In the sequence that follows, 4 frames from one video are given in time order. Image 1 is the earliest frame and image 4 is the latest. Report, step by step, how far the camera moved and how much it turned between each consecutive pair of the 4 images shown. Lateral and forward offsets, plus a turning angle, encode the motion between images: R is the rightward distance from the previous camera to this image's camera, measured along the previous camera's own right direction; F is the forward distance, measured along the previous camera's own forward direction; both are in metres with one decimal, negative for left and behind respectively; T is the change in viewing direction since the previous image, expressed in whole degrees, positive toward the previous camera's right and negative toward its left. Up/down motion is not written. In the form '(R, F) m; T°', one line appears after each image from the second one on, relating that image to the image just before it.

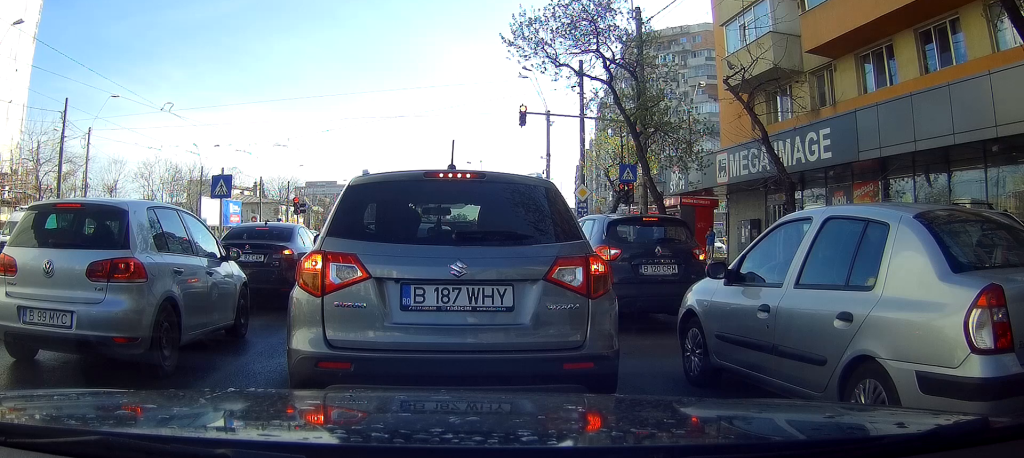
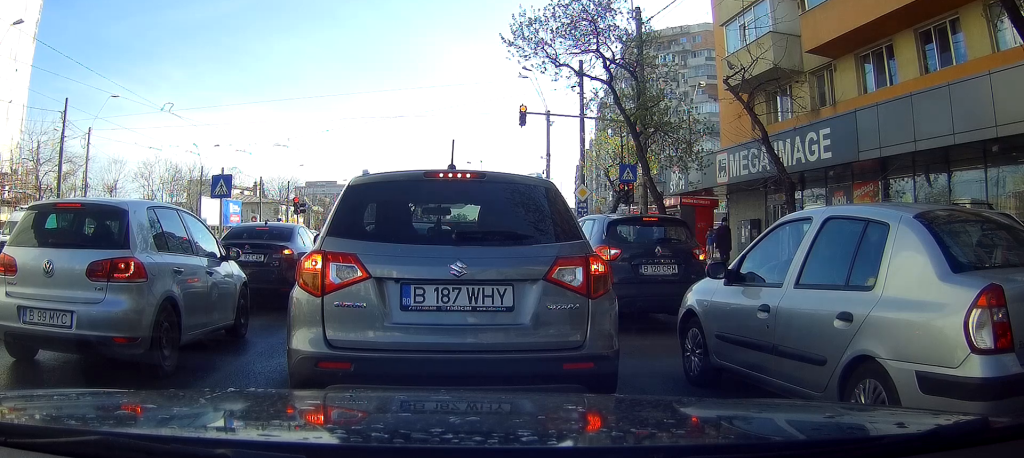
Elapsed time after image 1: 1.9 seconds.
(0.0, 0.0) m; 0°
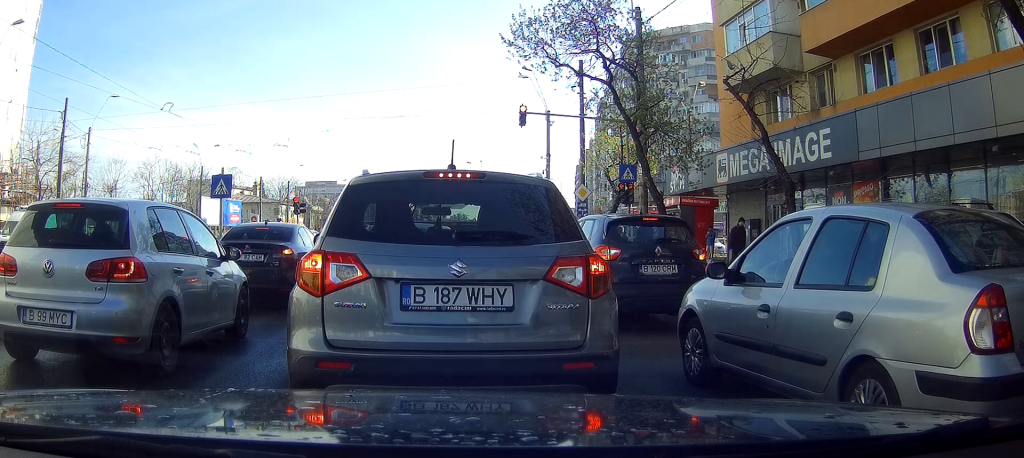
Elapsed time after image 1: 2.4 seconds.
(0.0, 0.0) m; 0°
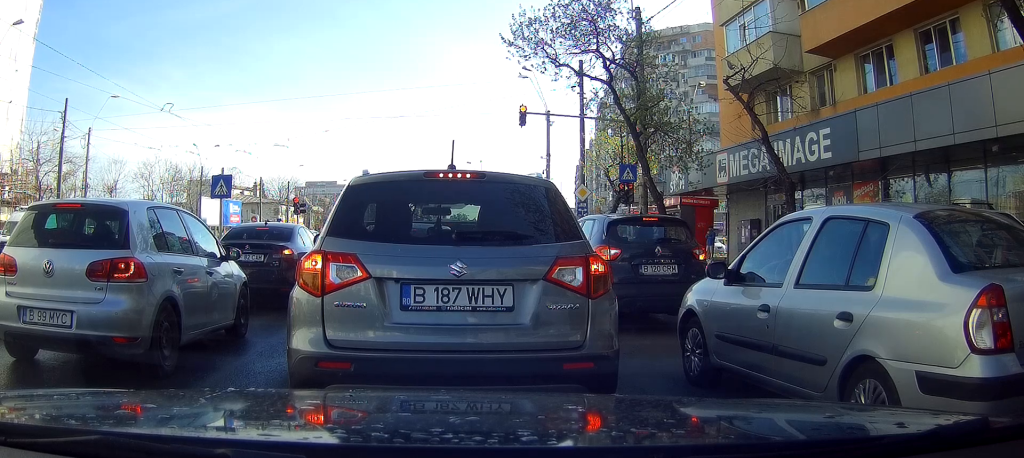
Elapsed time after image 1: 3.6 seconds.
(0.0, 0.0) m; 0°
